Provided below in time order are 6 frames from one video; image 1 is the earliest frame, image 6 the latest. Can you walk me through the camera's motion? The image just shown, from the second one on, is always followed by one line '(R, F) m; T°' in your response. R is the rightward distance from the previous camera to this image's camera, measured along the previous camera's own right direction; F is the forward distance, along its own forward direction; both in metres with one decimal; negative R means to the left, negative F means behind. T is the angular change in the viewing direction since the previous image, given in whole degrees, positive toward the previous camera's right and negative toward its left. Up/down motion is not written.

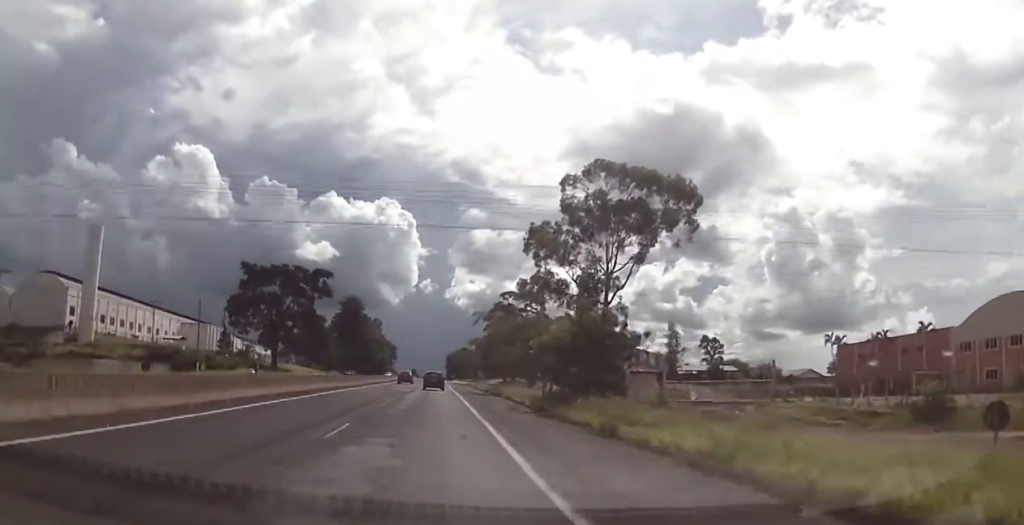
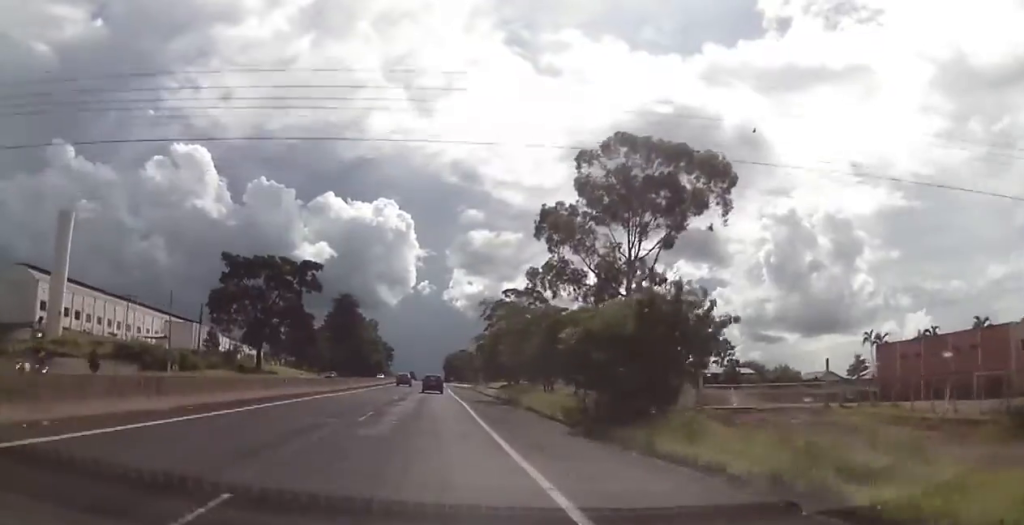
(0.0, +9.6) m; -1°
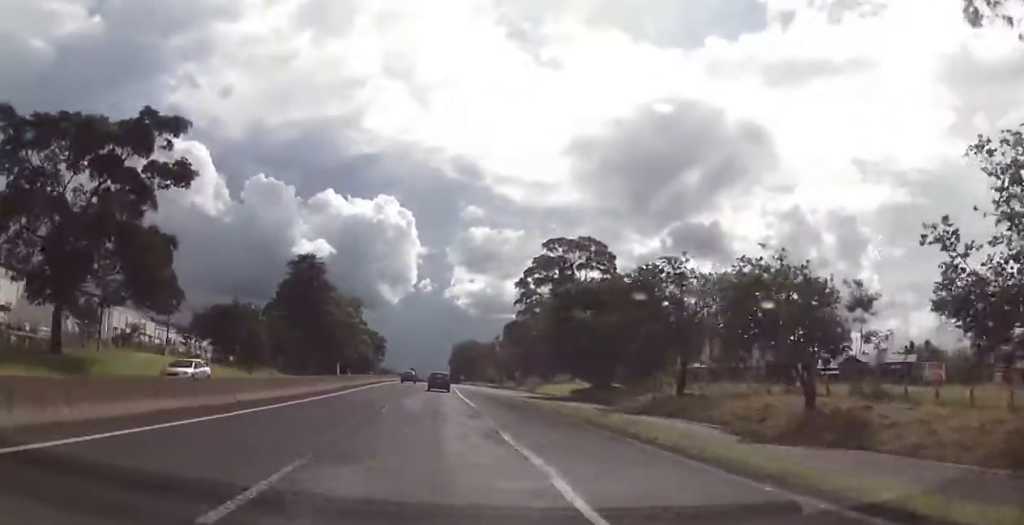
(0.0, +61.2) m; +1°
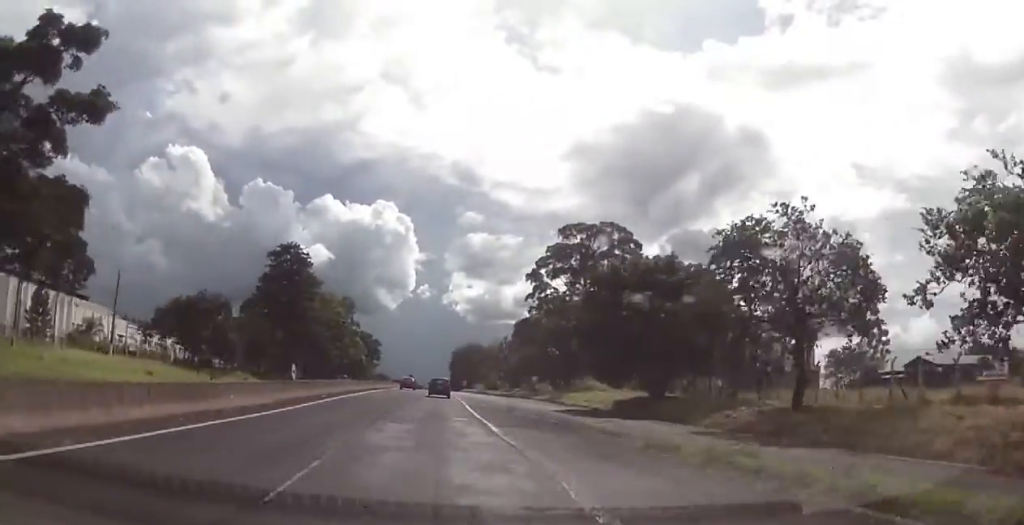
(0.0, +14.7) m; 0°
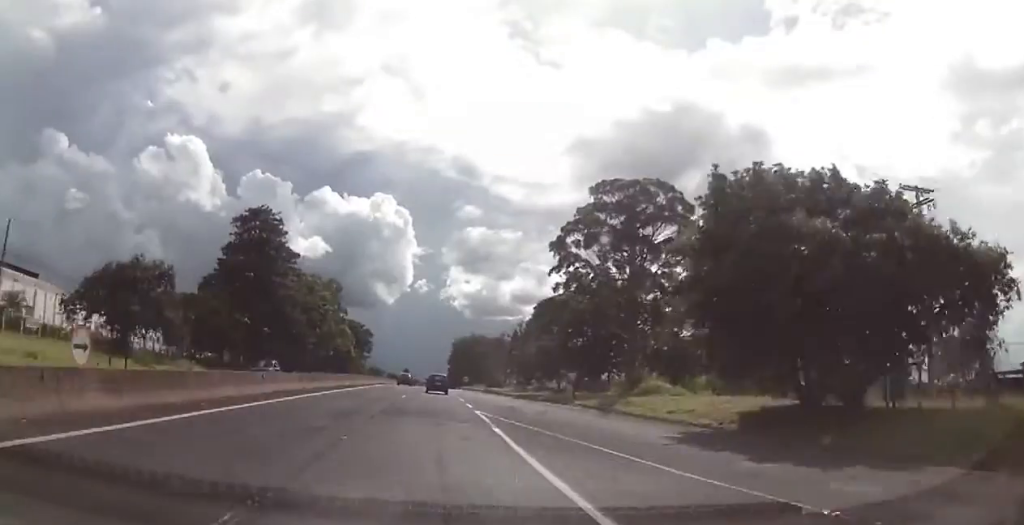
(0.0, +20.2) m; 0°
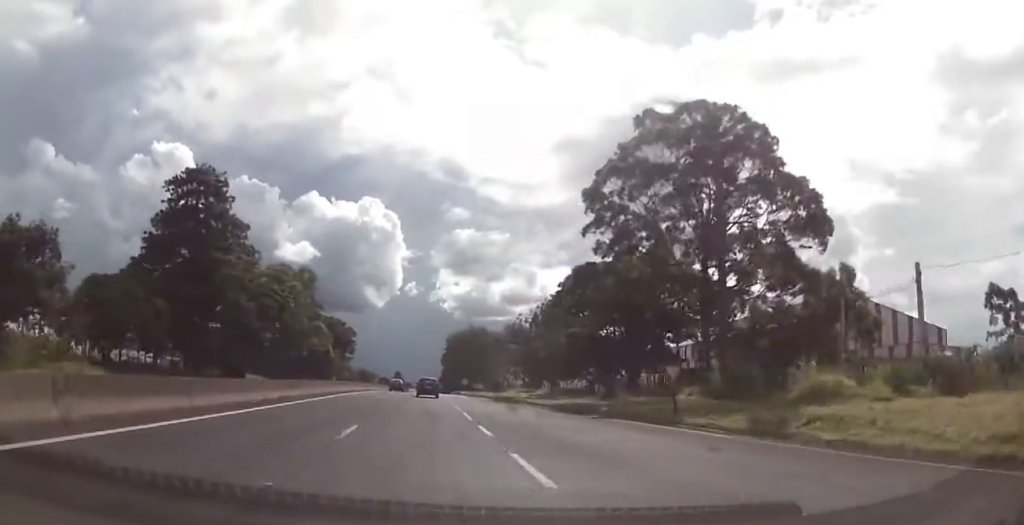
(-0.1, +21.8) m; 0°
